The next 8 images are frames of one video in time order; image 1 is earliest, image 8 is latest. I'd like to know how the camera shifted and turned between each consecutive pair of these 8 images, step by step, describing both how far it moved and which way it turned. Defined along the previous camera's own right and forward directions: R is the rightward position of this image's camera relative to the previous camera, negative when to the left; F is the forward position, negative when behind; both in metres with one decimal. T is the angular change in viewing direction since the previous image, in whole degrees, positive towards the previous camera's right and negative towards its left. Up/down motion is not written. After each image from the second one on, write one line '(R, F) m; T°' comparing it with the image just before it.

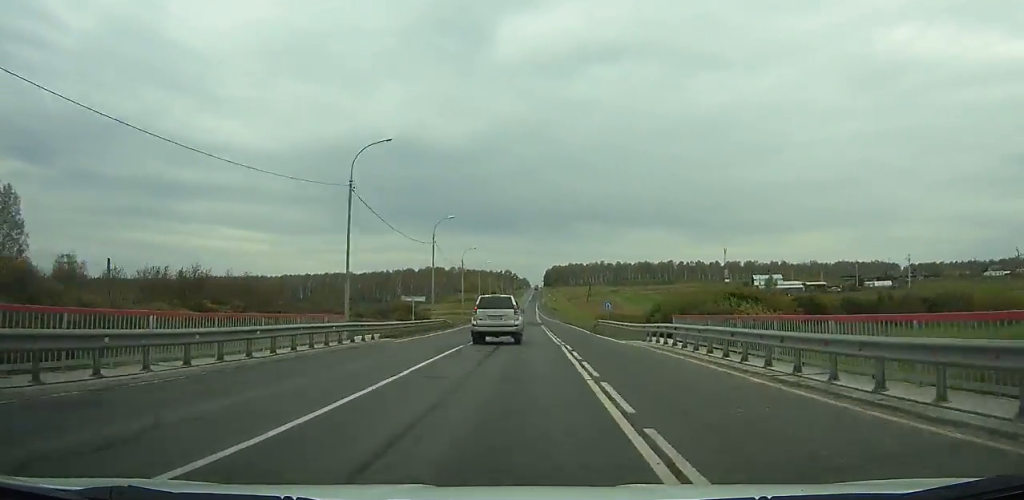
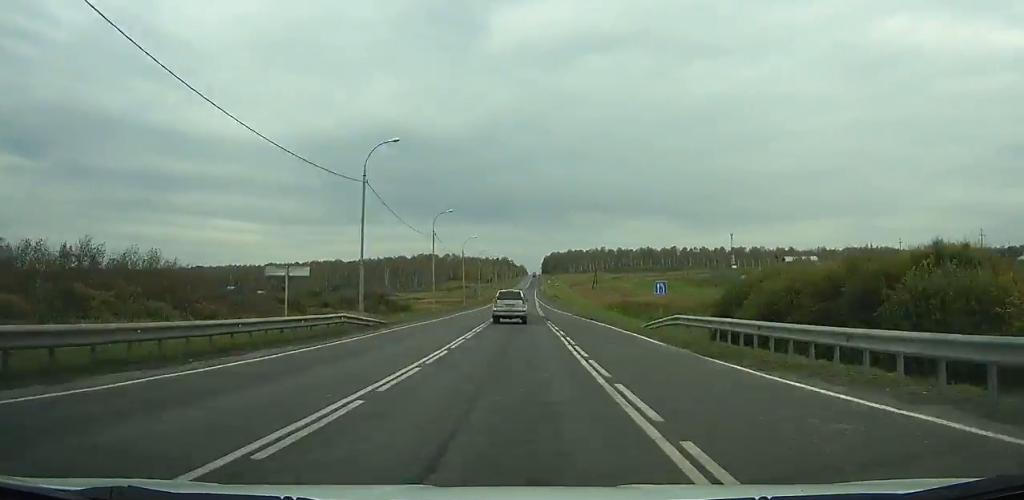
(0.0, +24.3) m; 0°
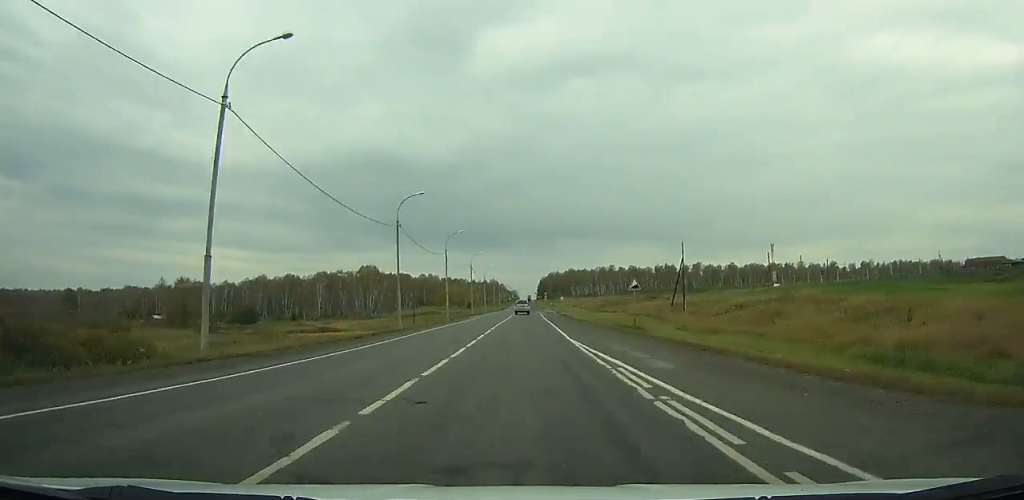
(+0.4, +98.6) m; +1°
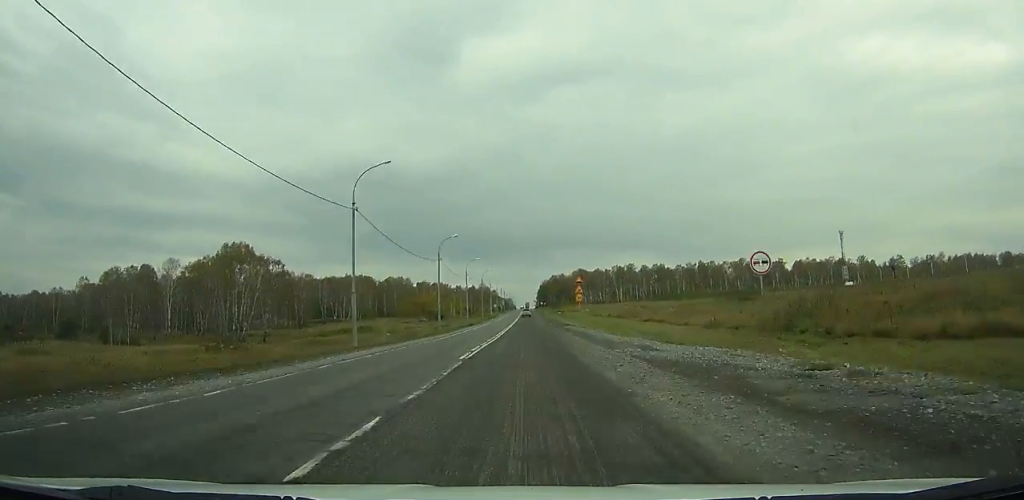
(+0.9, +100.7) m; 0°
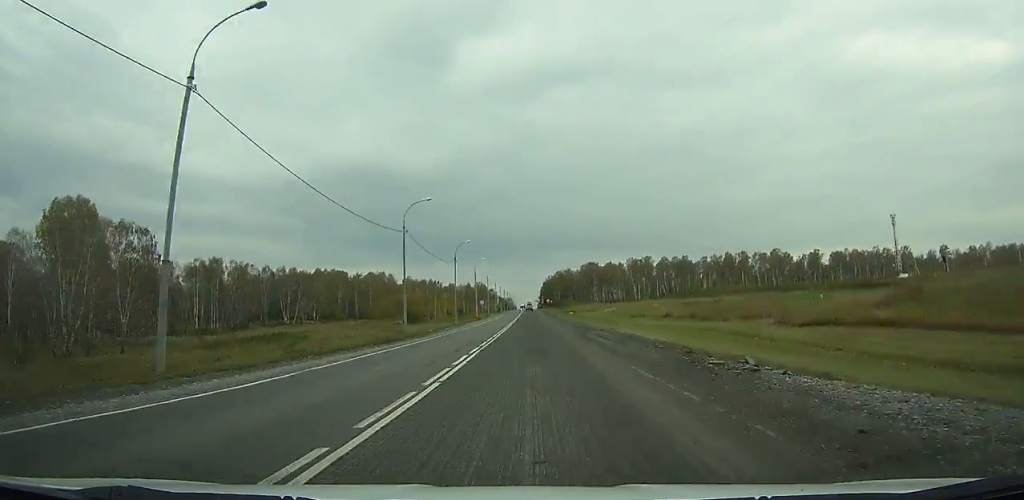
(-0.1, +48.3) m; 0°
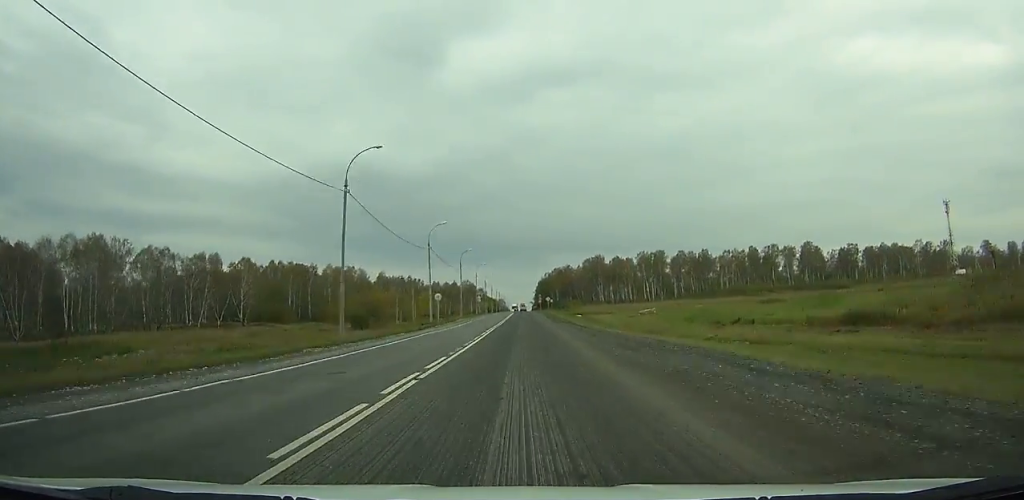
(+0.1, +44.2) m; 0°
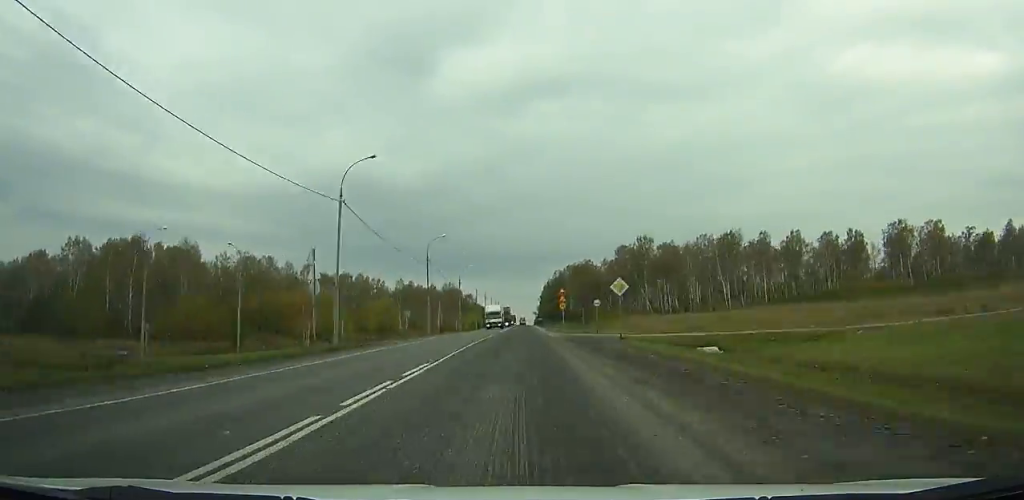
(+0.2, +95.2) m; 0°
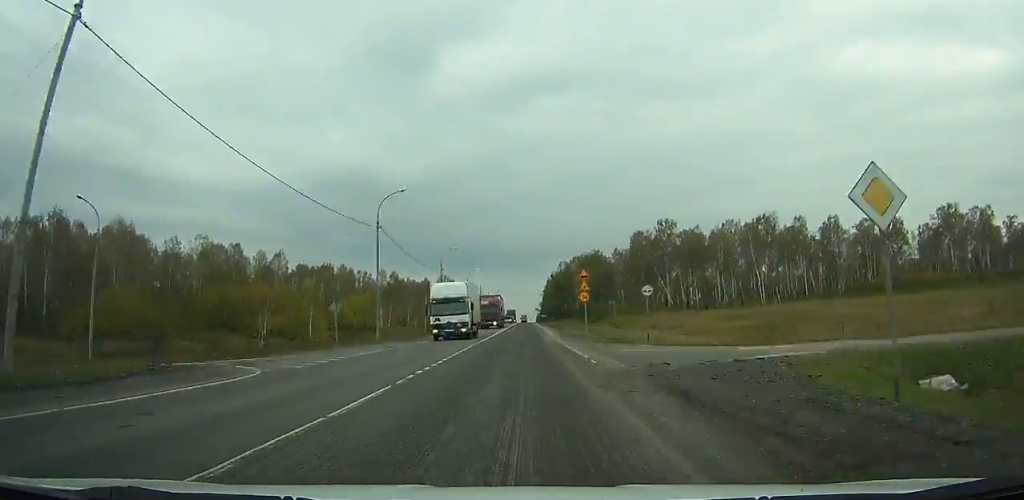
(+0.1, +22.4) m; 0°
